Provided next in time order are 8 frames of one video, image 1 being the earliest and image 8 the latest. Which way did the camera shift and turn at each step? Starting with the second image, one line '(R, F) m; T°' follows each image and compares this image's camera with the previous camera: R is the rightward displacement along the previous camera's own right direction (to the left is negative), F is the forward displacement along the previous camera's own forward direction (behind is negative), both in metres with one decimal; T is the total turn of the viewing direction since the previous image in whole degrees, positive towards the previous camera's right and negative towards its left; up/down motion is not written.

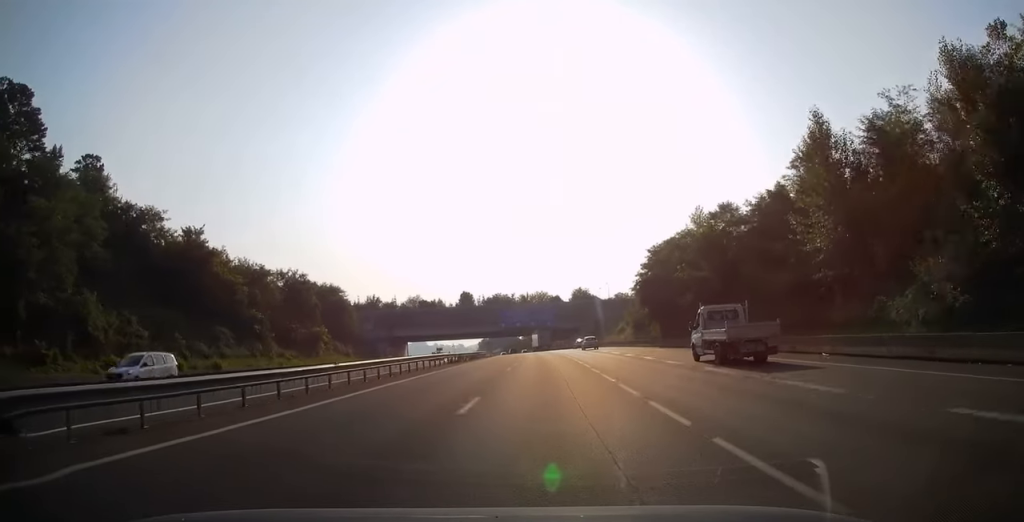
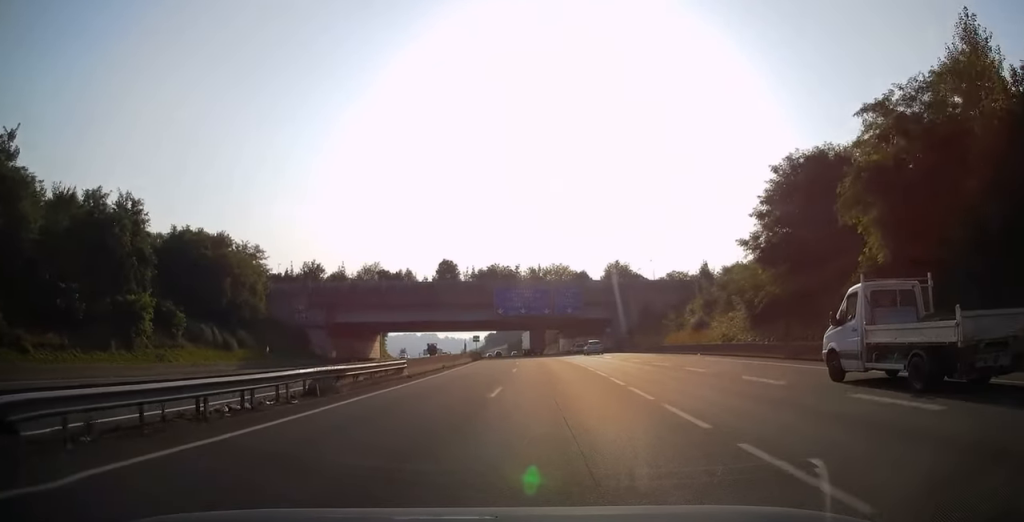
(-0.5, +48.3) m; -1°
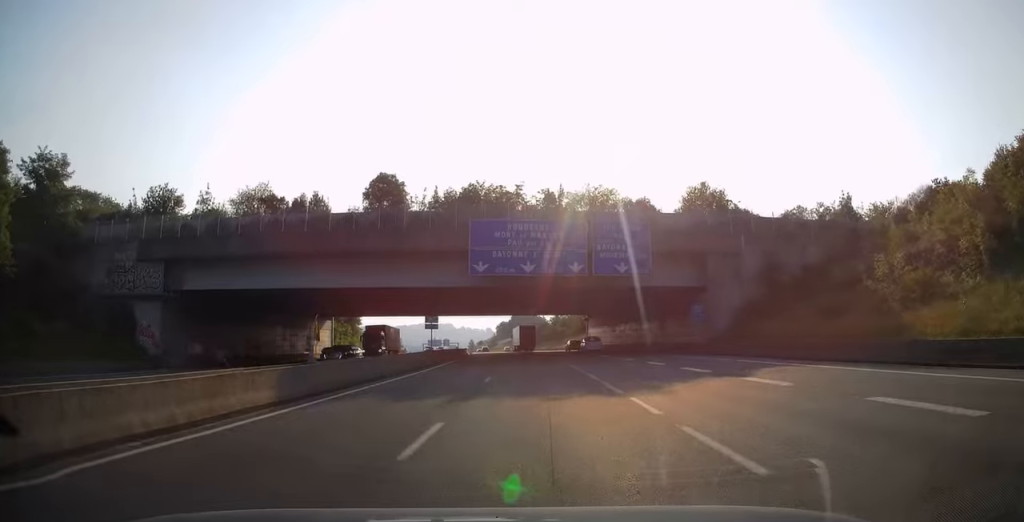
(-0.8, +47.0) m; -3°
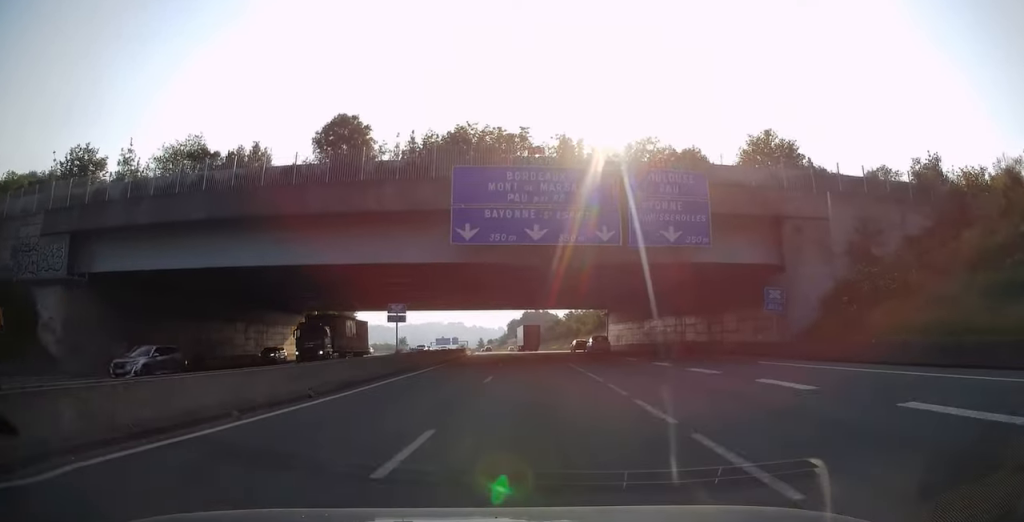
(-0.3, +14.1) m; -1°
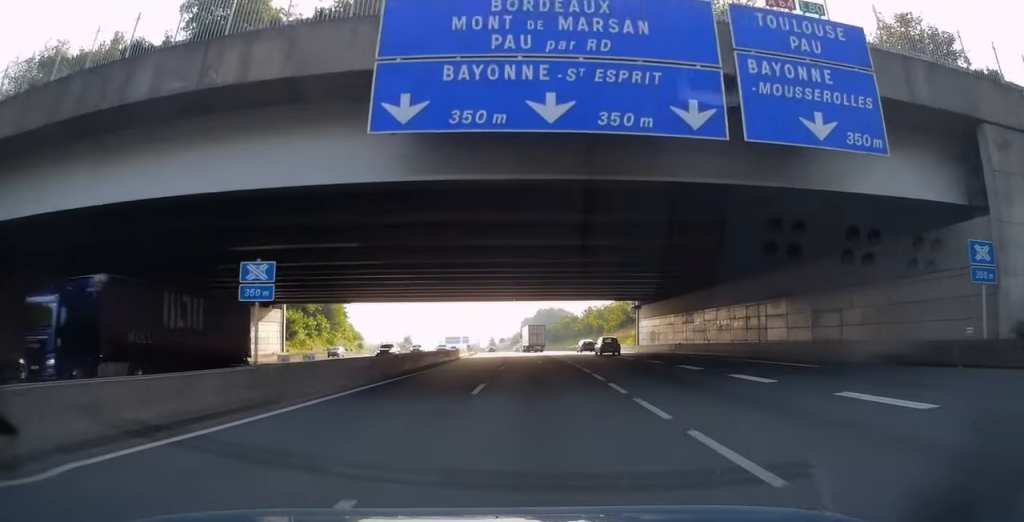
(-0.1, +17.1) m; 0°
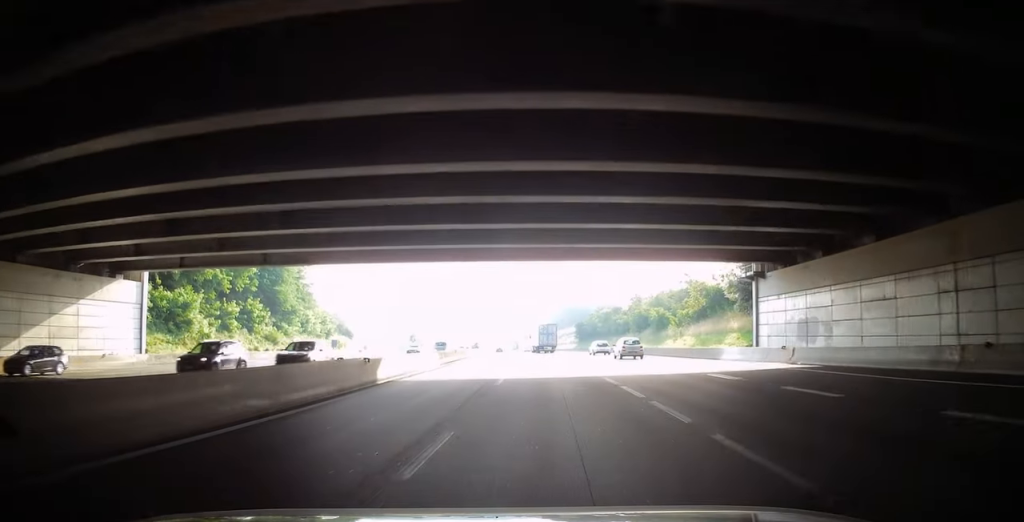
(0.0, +35.2) m; -2°
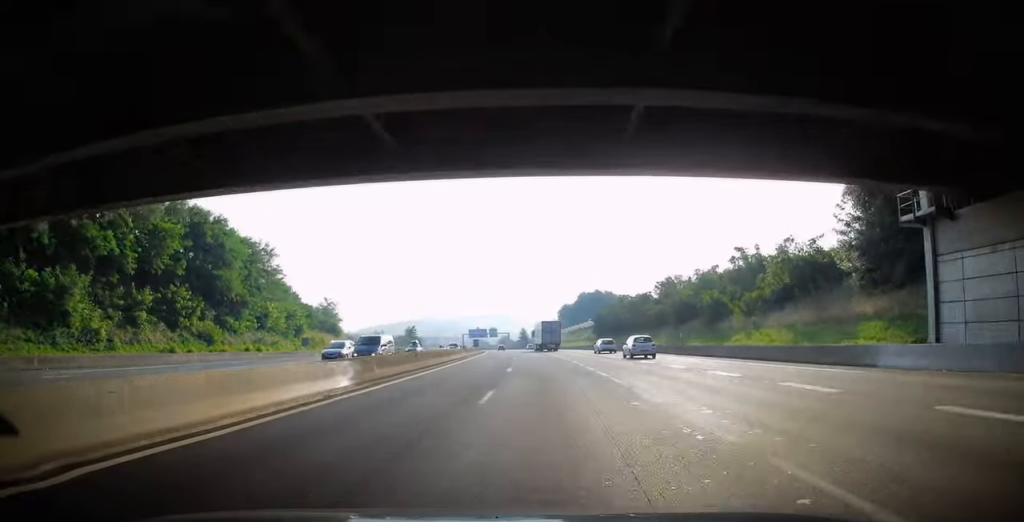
(-0.1, +19.2) m; -2°
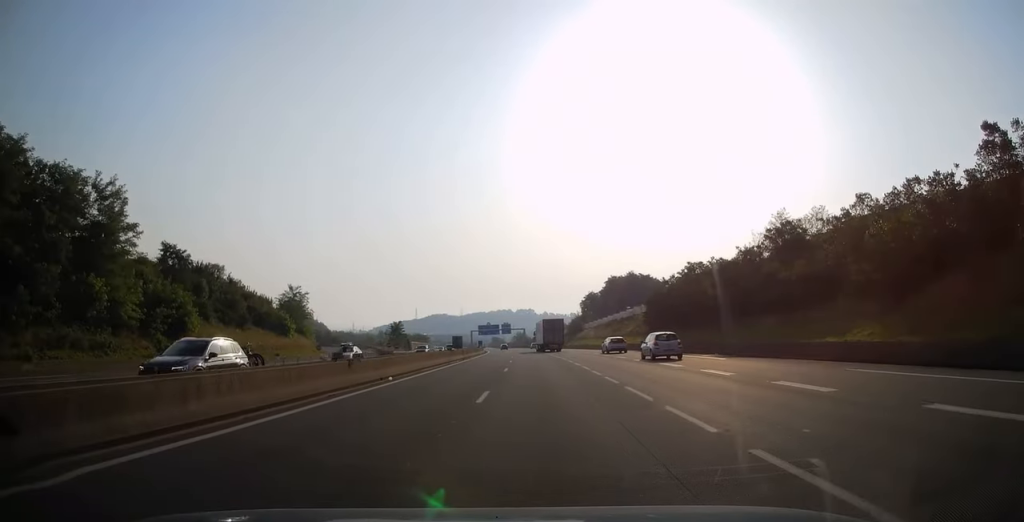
(-1.8, +38.9) m; -4°
